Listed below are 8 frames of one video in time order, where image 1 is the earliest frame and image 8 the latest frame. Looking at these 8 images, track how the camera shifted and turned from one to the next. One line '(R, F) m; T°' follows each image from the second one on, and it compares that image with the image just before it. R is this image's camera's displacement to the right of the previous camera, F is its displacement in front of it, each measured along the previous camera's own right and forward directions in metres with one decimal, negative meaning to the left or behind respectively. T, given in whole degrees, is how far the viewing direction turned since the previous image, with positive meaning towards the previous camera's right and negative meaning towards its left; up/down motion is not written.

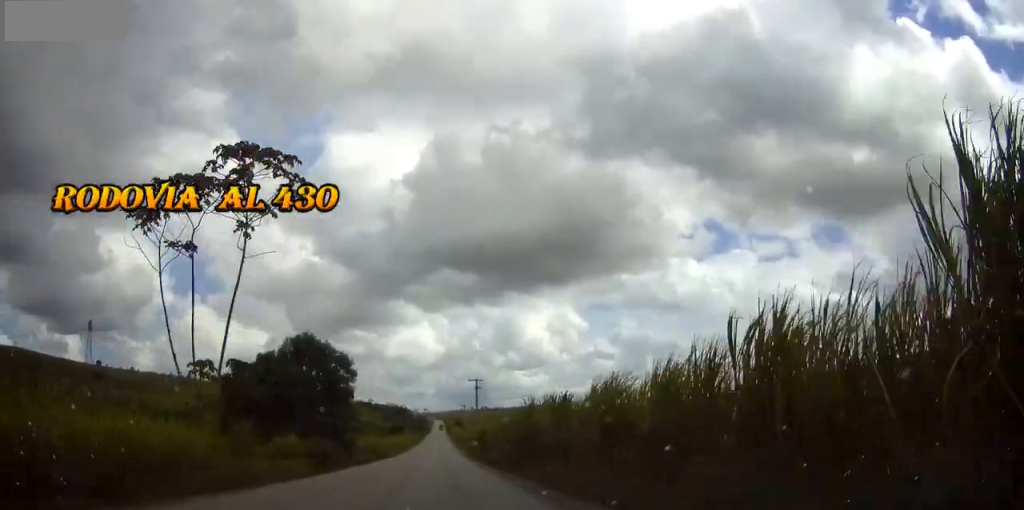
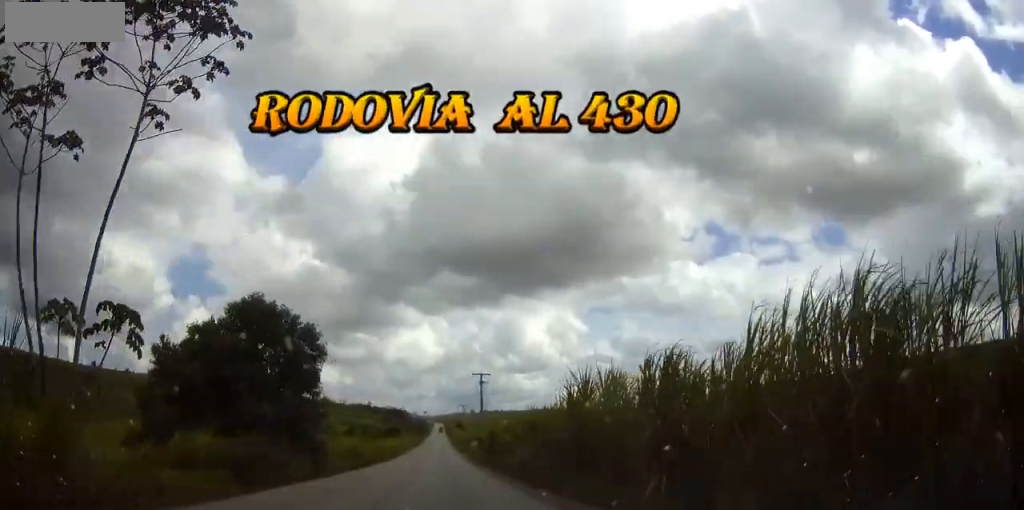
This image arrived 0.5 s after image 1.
(0.0, +10.8) m; 0°
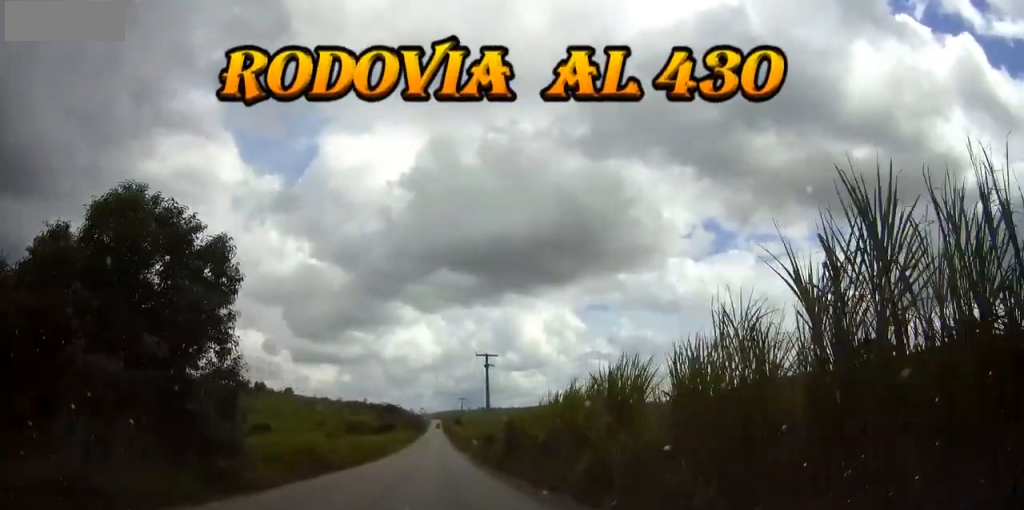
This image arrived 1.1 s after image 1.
(0.0, +13.1) m; 0°
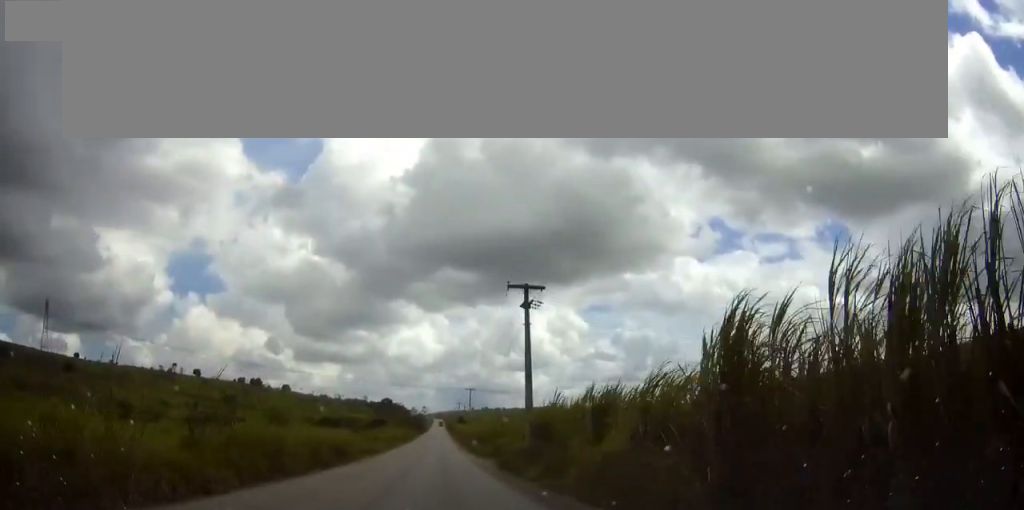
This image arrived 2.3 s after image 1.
(0.0, +25.9) m; 0°
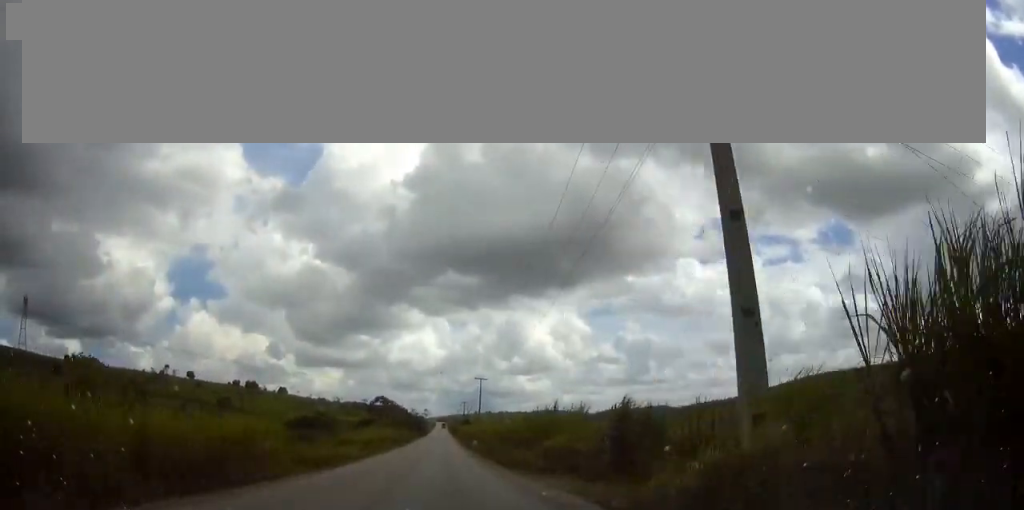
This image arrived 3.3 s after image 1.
(0.0, +24.2) m; 0°
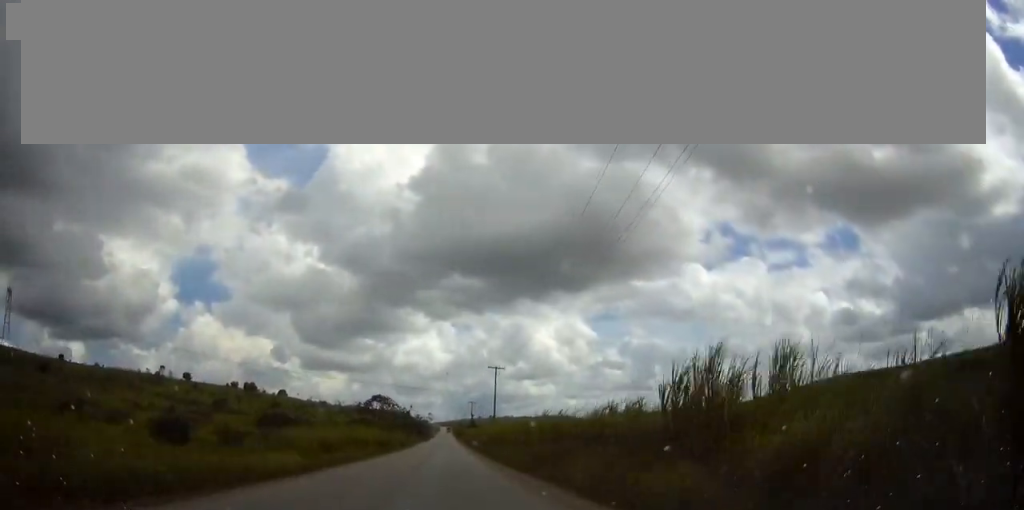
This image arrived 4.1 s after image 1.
(-0.1, +18.4) m; 0°
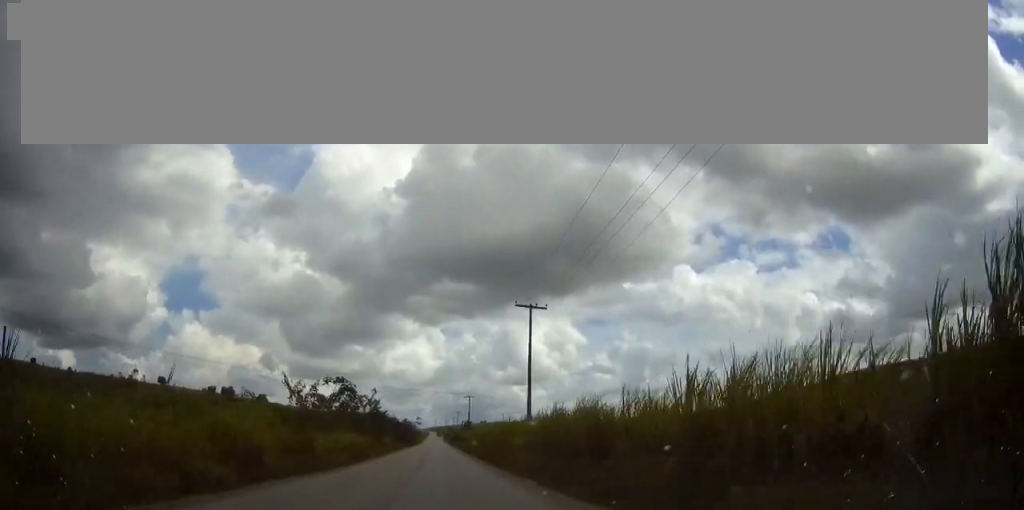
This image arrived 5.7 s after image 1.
(-0.1, +35.7) m; +1°
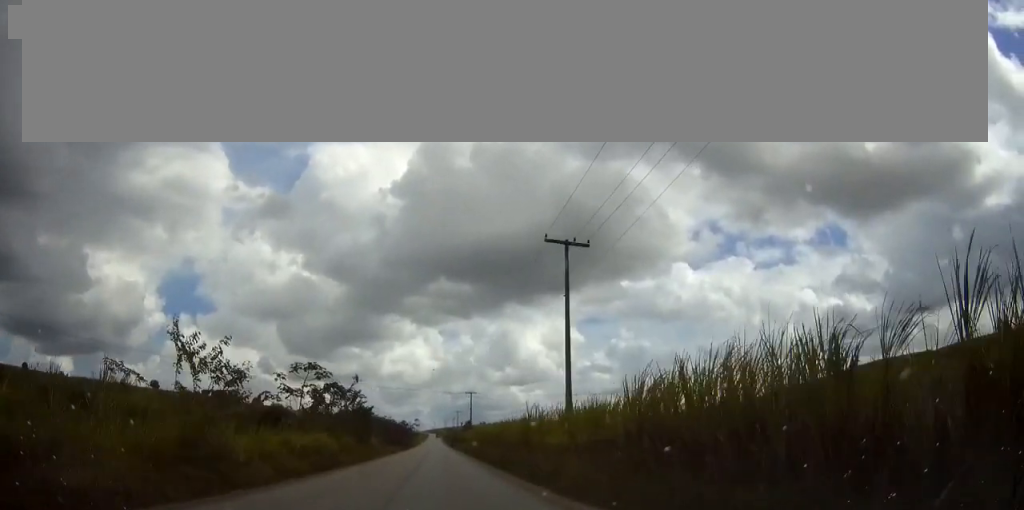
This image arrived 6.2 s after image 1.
(+0.2, +12.5) m; 0°
